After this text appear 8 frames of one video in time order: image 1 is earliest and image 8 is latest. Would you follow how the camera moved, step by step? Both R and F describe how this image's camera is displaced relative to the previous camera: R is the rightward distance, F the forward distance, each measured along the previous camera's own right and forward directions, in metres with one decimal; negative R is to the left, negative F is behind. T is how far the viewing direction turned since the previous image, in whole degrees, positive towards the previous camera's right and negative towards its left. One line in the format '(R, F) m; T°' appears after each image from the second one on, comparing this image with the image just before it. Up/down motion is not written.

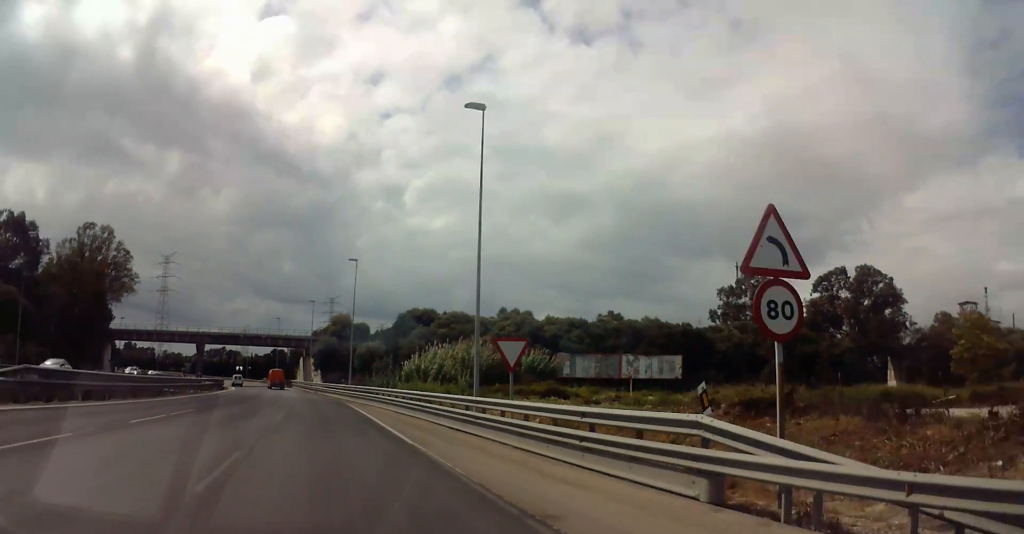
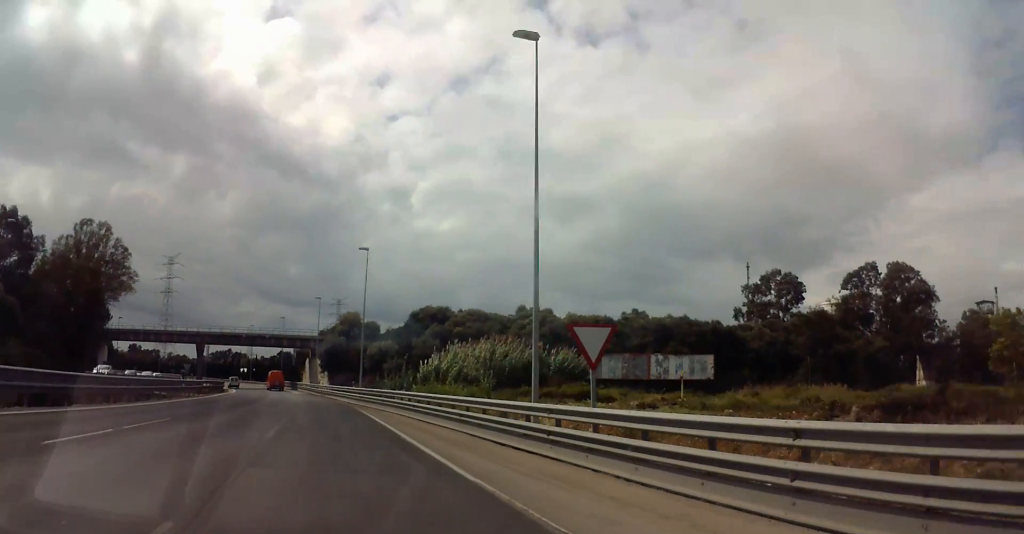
(0.0, +5.9) m; 0°
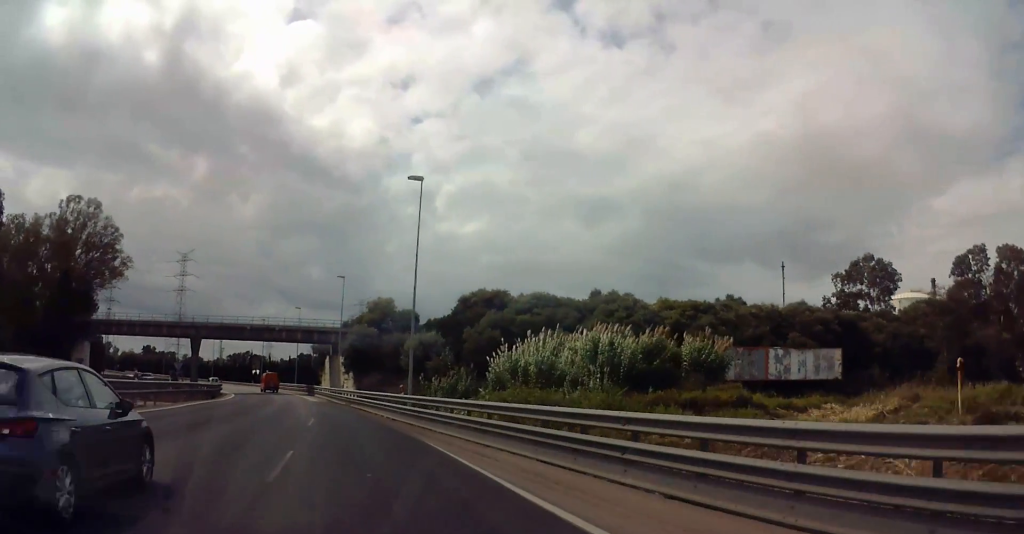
(-0.1, +20.9) m; 0°
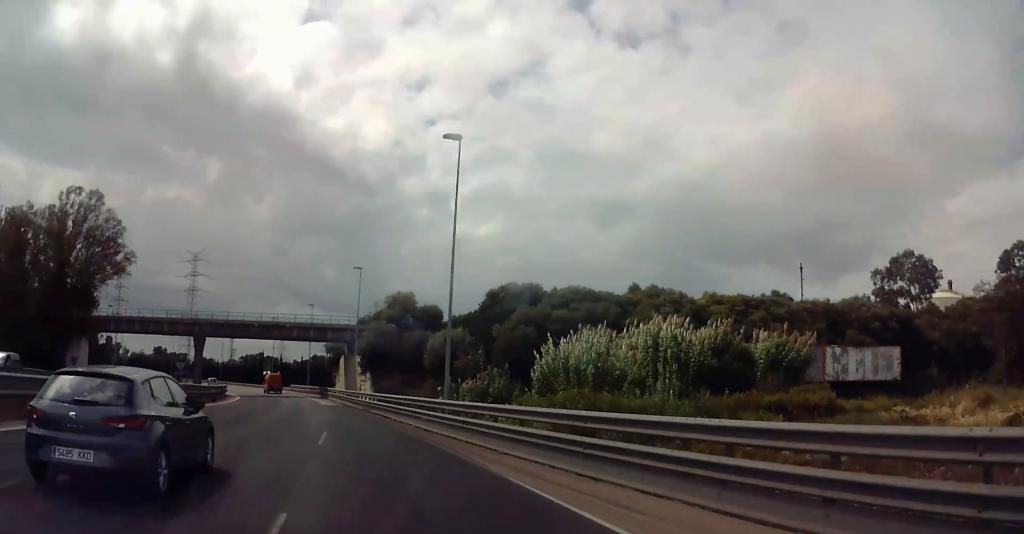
(0.0, +6.2) m; 0°
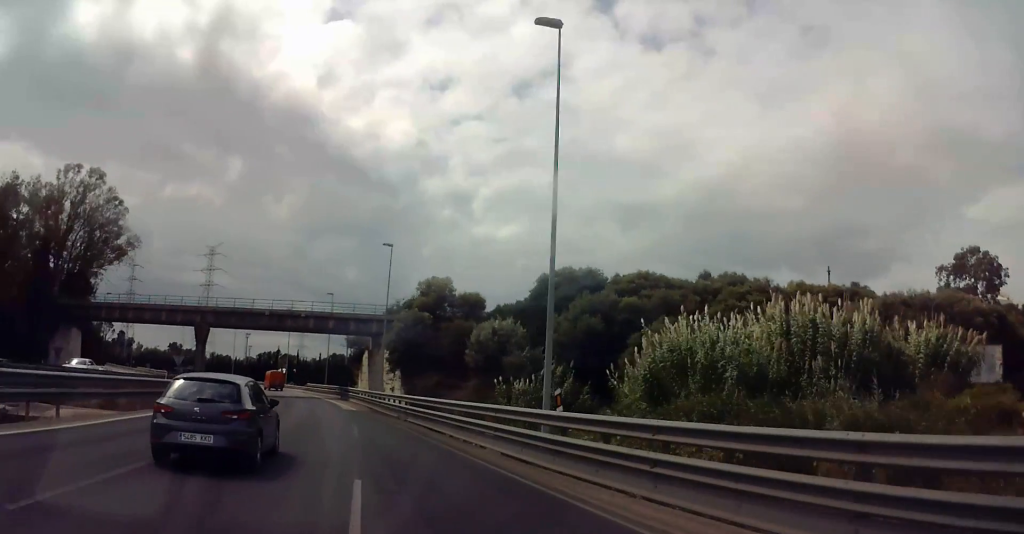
(0.0, +10.9) m; -2°
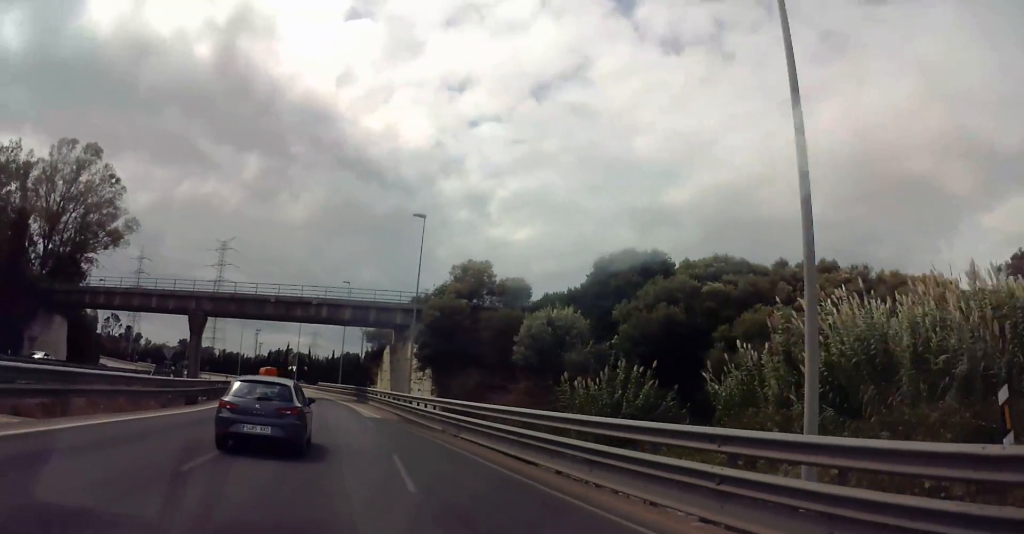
(+0.1, +9.2) m; -2°
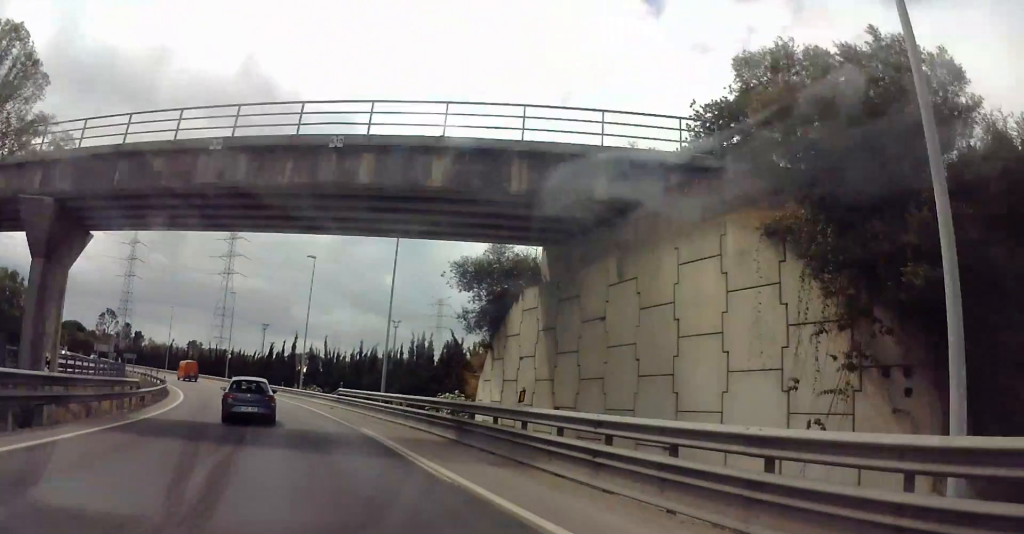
(-2.6, +35.7) m; -7°
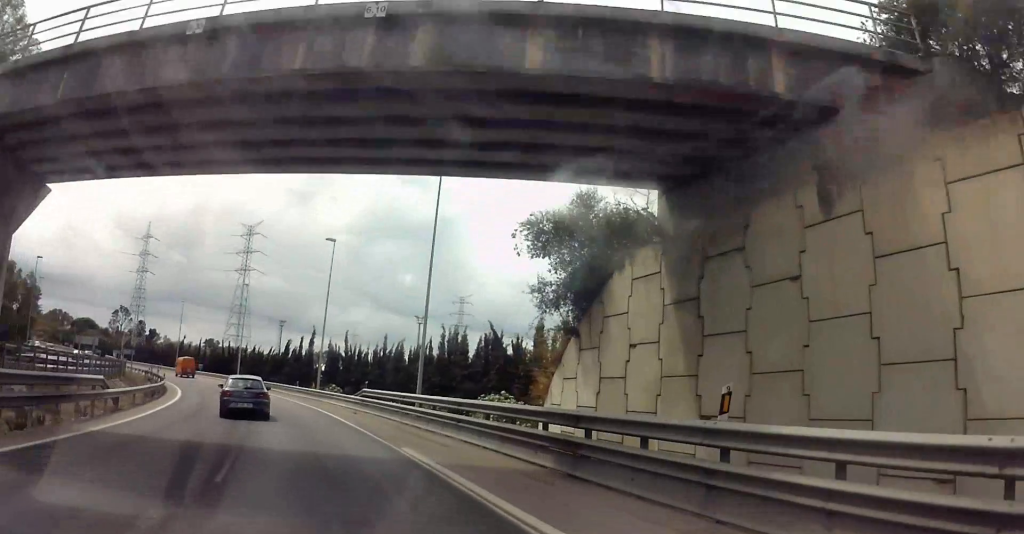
(+0.2, +7.1) m; -2°
